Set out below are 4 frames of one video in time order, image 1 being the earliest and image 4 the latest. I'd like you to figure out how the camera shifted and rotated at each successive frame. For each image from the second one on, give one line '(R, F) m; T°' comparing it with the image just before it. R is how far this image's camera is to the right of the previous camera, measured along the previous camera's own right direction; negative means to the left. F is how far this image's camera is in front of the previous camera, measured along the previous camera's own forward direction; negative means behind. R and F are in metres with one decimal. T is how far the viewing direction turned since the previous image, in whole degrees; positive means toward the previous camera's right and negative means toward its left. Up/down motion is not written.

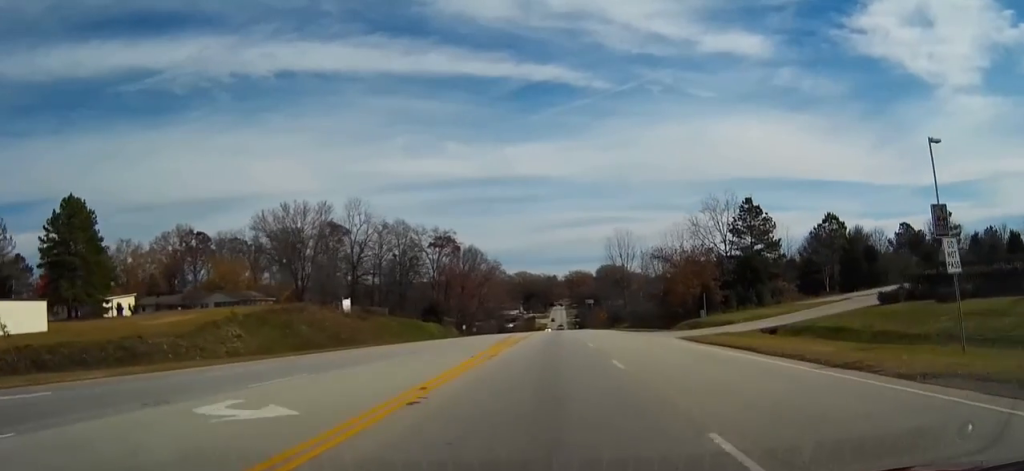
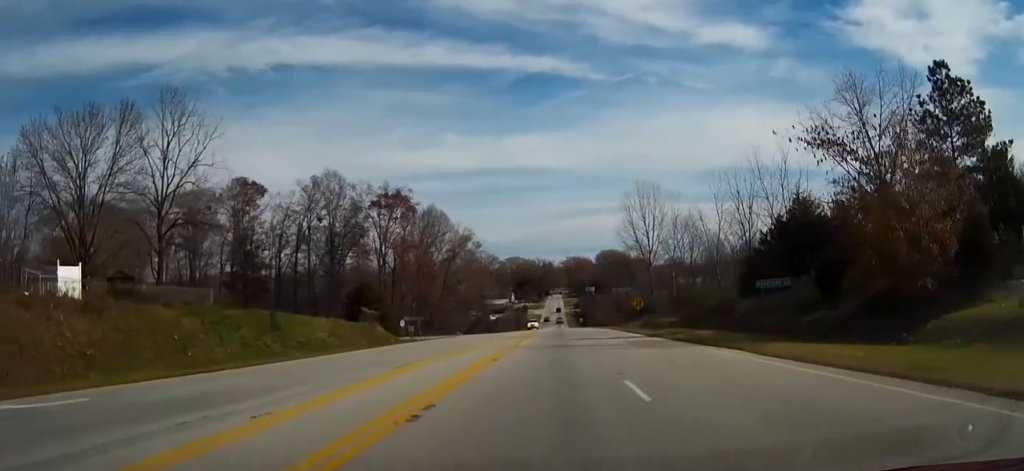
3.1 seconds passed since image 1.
(-0.5, +54.5) m; 0°
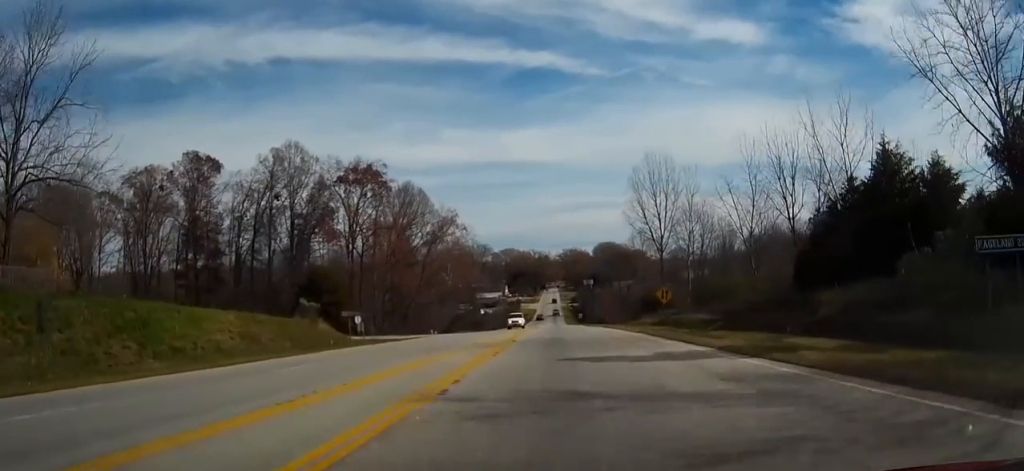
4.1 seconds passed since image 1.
(+0.3, +18.2) m; 0°
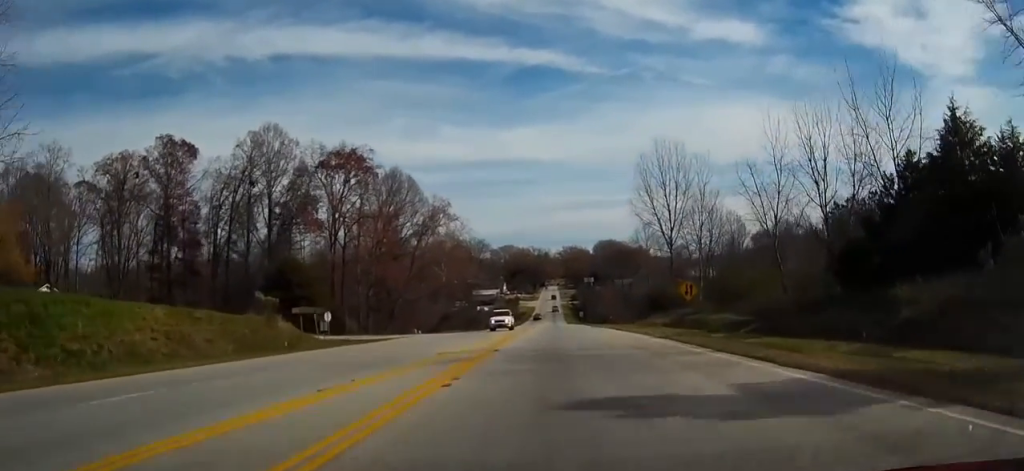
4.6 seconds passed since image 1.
(-0.1, +9.2) m; 0°
